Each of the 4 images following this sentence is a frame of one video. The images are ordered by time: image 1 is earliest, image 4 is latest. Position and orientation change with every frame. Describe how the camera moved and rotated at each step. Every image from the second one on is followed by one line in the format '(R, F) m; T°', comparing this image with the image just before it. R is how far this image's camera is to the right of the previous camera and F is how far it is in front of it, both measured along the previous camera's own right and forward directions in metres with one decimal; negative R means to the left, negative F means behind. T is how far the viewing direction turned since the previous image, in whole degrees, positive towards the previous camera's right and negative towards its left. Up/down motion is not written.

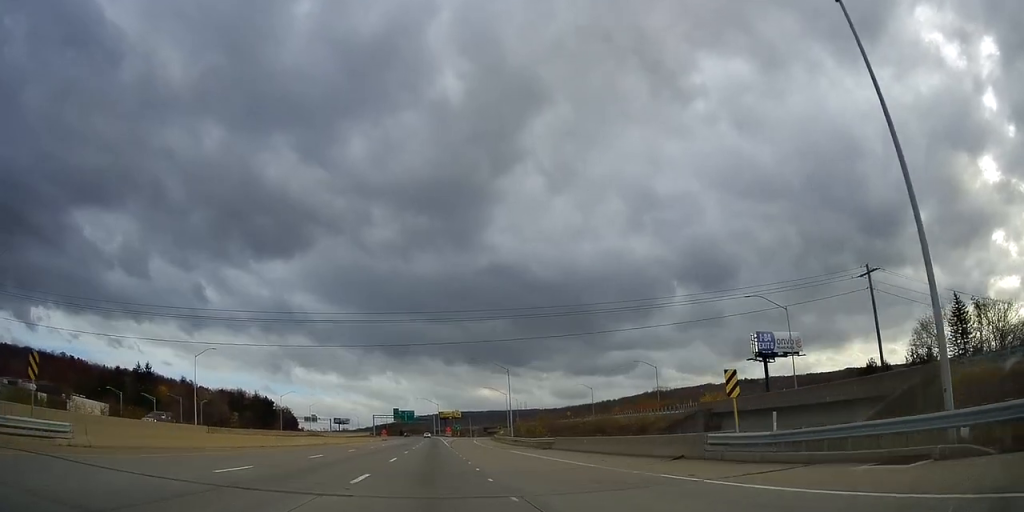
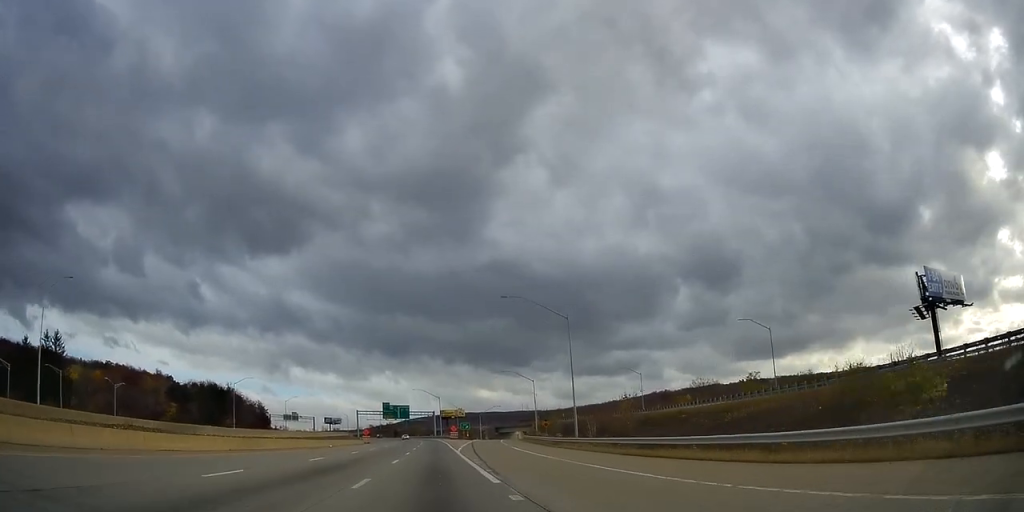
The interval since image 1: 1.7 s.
(-0.6, +51.1) m; -1°
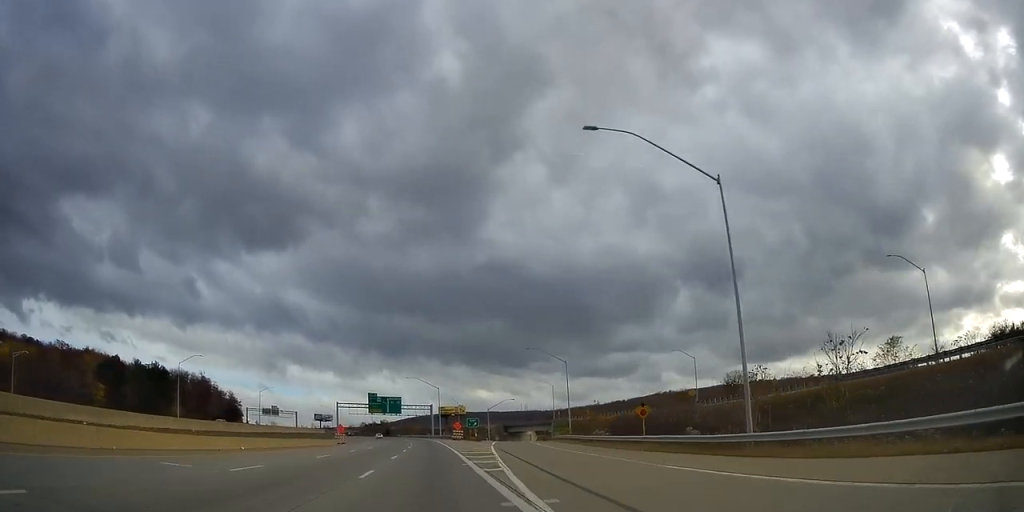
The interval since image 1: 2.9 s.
(+0.4, +35.9) m; +1°
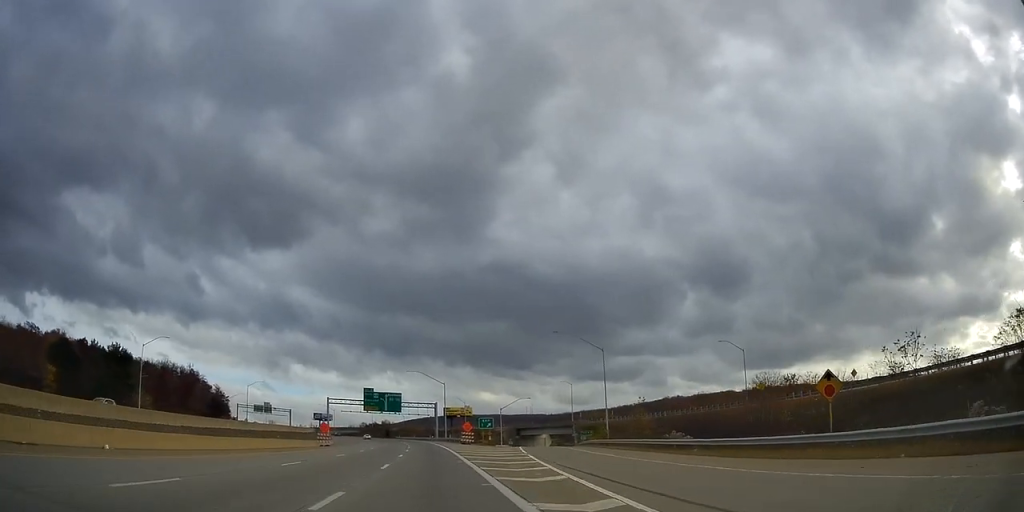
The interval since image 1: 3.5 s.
(0.0, +19.6) m; +1°
